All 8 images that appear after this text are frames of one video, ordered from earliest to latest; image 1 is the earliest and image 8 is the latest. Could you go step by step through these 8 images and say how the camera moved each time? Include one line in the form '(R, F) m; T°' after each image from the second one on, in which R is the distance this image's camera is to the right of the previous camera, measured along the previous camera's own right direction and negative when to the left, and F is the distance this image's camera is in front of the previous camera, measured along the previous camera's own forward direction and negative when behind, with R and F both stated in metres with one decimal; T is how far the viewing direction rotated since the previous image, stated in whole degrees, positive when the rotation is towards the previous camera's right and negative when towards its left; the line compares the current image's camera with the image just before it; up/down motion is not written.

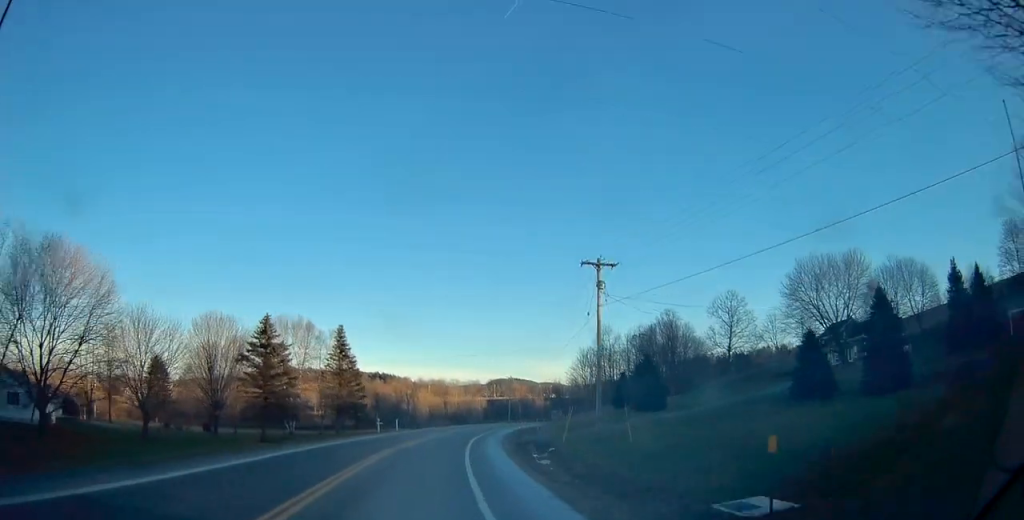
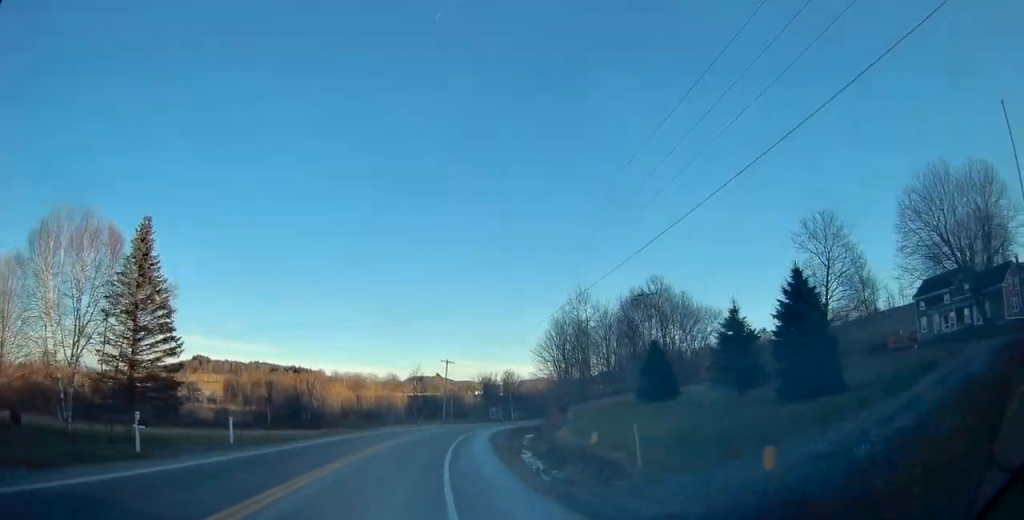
(+3.8, +40.4) m; +10°
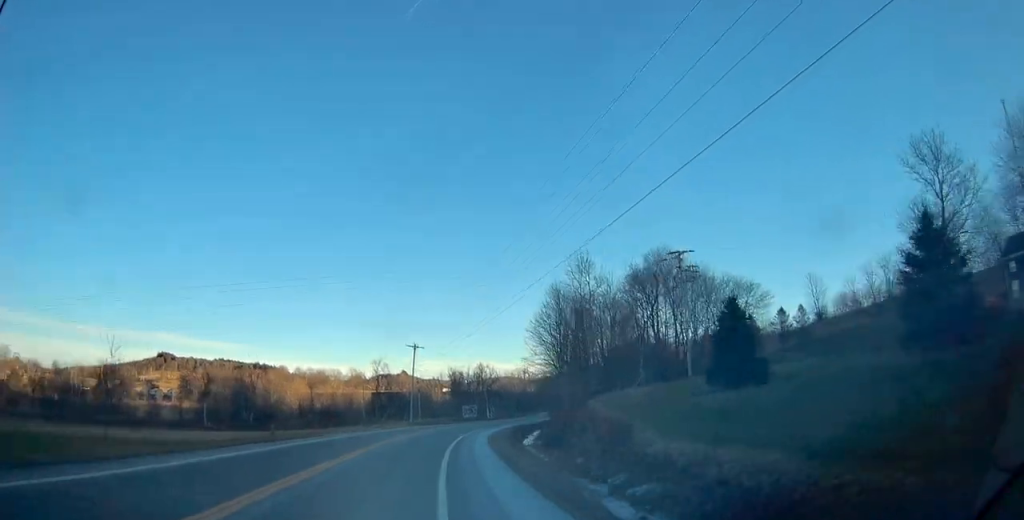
(+0.8, +20.5) m; +3°
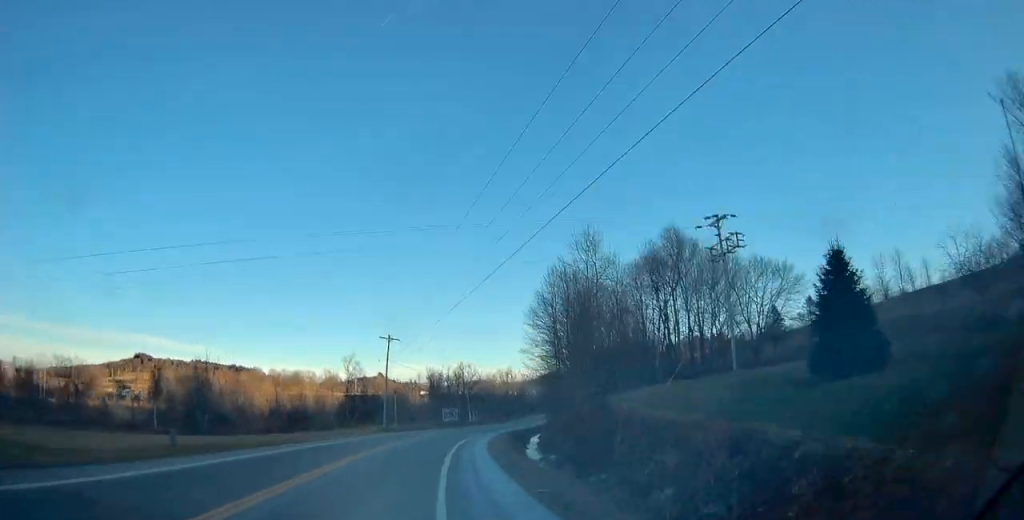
(0.0, +13.1) m; +1°
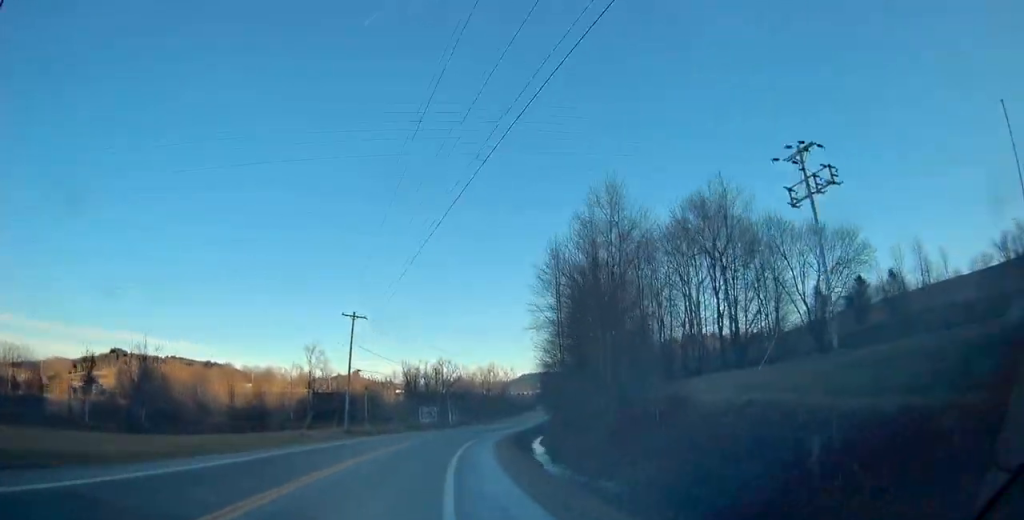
(+0.3, +15.4) m; +3°
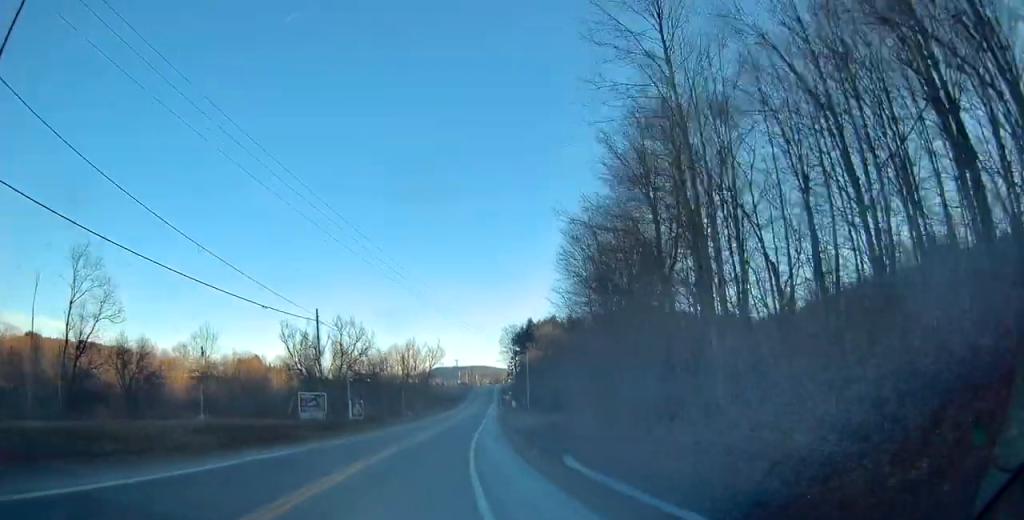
(+4.4, +49.6) m; +10°
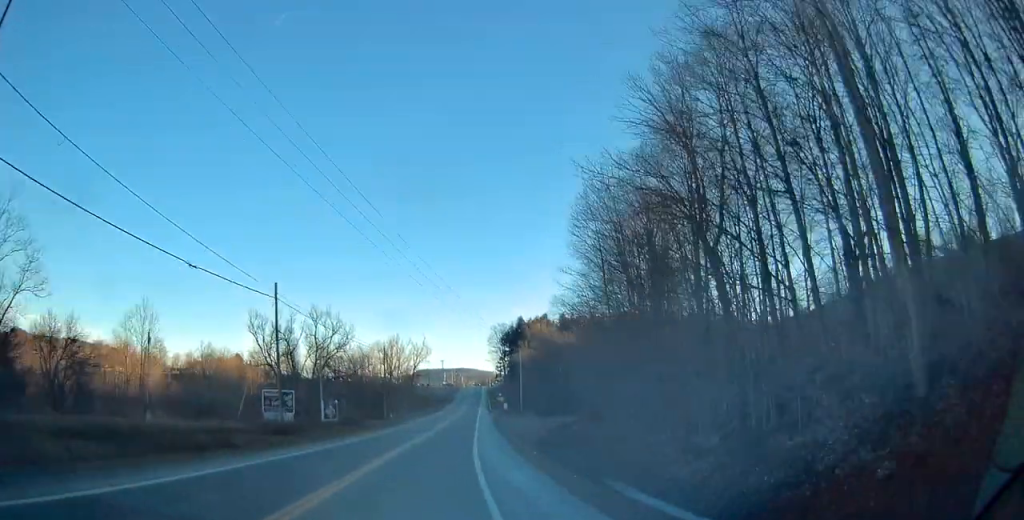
(0.0, +10.4) m; +2°
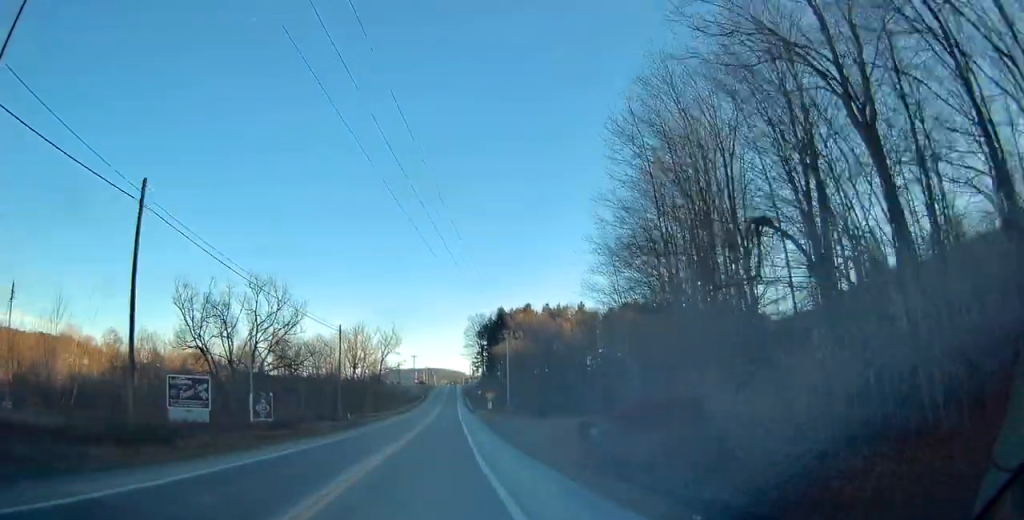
(+0.6, +18.4) m; +2°
